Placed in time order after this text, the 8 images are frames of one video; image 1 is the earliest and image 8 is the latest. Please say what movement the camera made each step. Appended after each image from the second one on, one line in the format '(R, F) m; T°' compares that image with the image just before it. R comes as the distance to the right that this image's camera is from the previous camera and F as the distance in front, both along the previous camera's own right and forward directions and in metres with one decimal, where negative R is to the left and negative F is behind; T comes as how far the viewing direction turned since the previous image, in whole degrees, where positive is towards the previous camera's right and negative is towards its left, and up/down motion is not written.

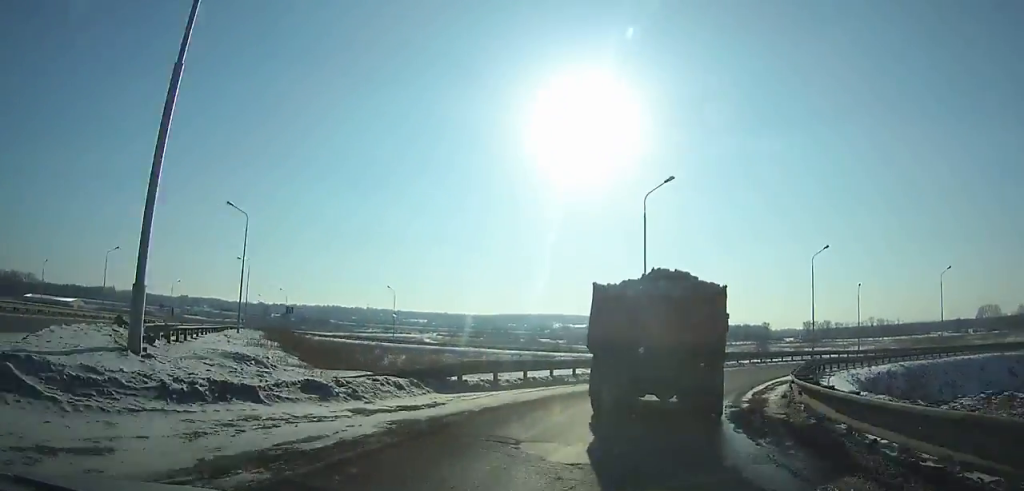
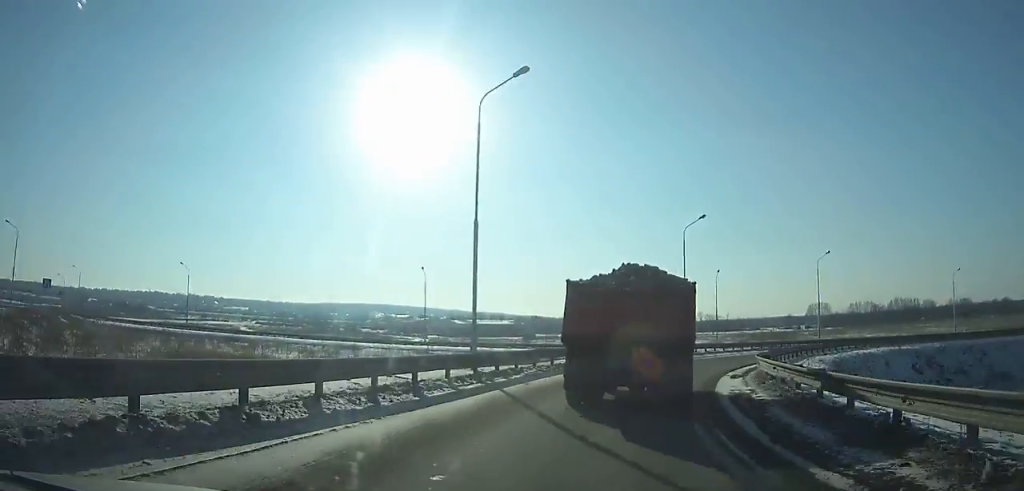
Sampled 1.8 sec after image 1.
(+1.7, +13.8) m; +16°
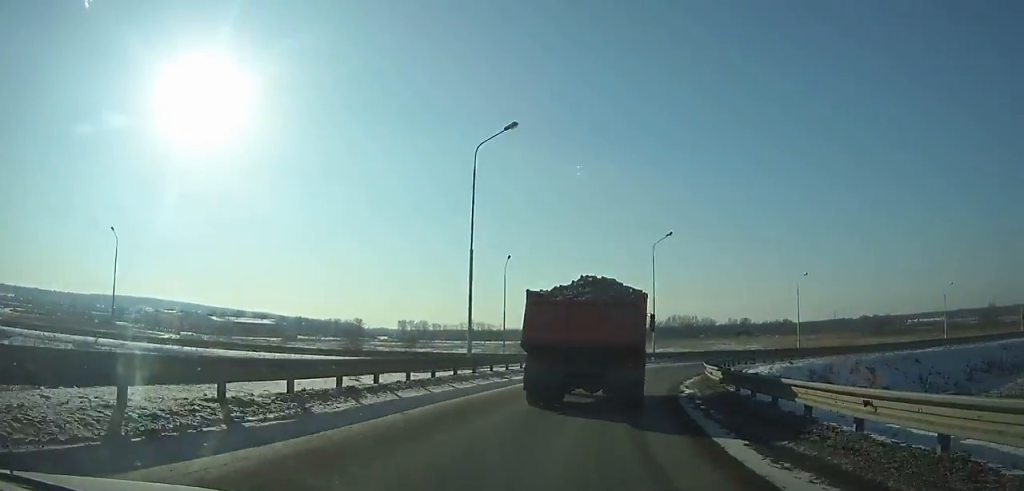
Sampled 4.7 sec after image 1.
(+5.2, +21.8) m; +24°
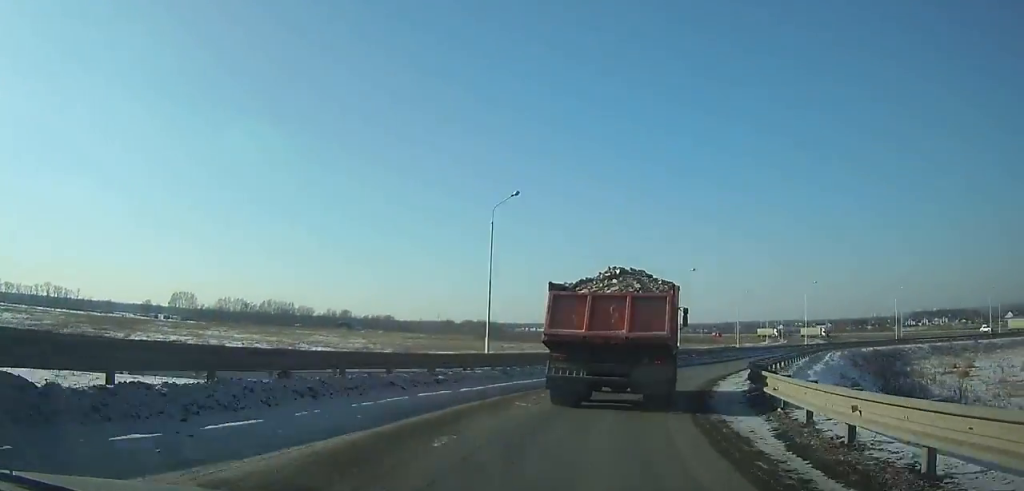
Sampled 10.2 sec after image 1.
(+15.1, +42.4) m; +41°
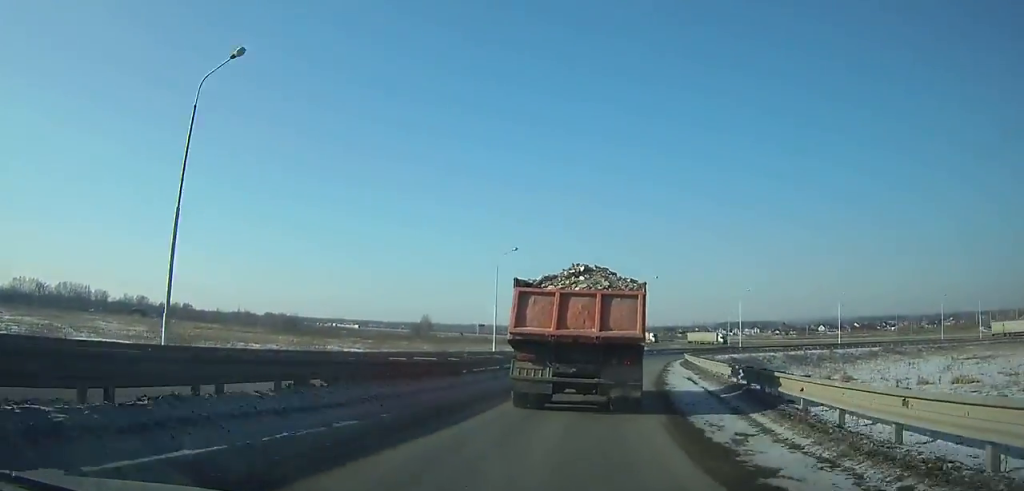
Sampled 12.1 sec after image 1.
(+3.2, +17.0) m; +10°
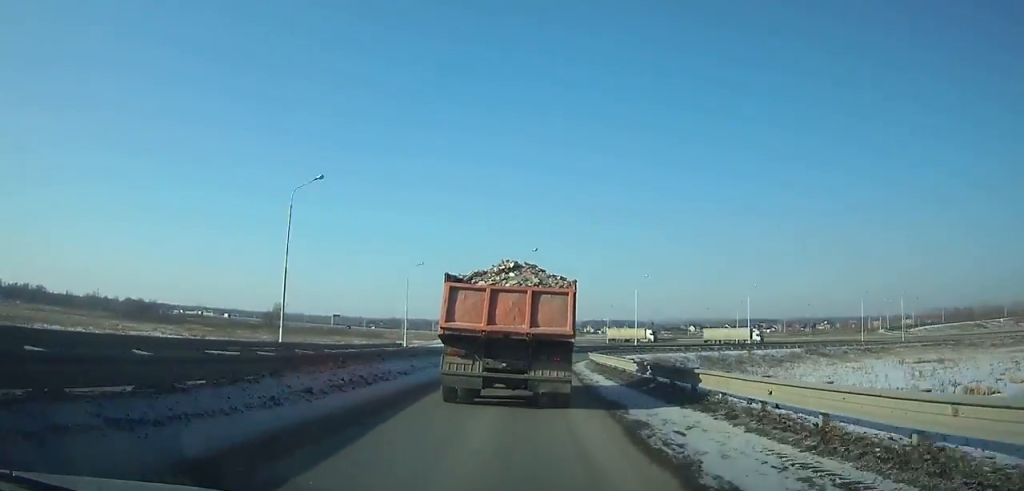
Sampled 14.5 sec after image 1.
(+2.2, +21.8) m; +8°
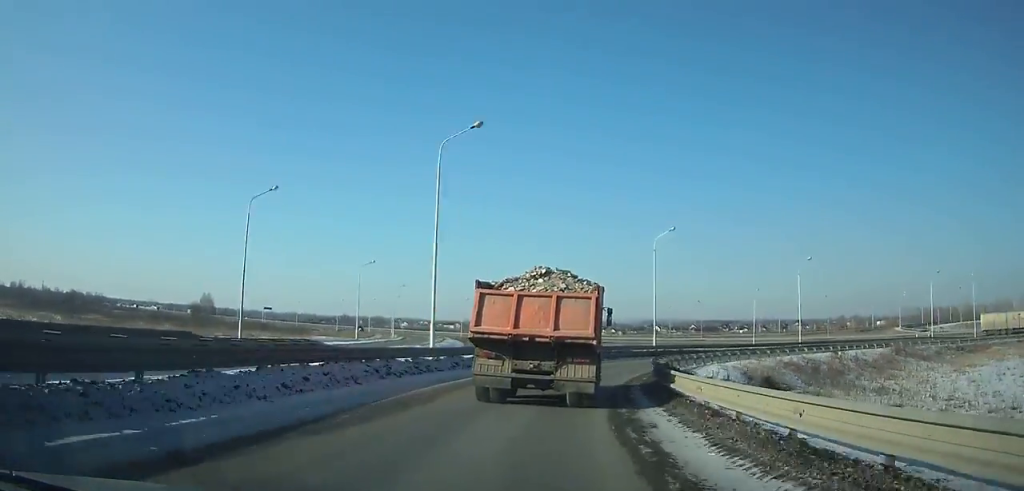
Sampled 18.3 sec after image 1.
(+2.0, +34.4) m; +11°
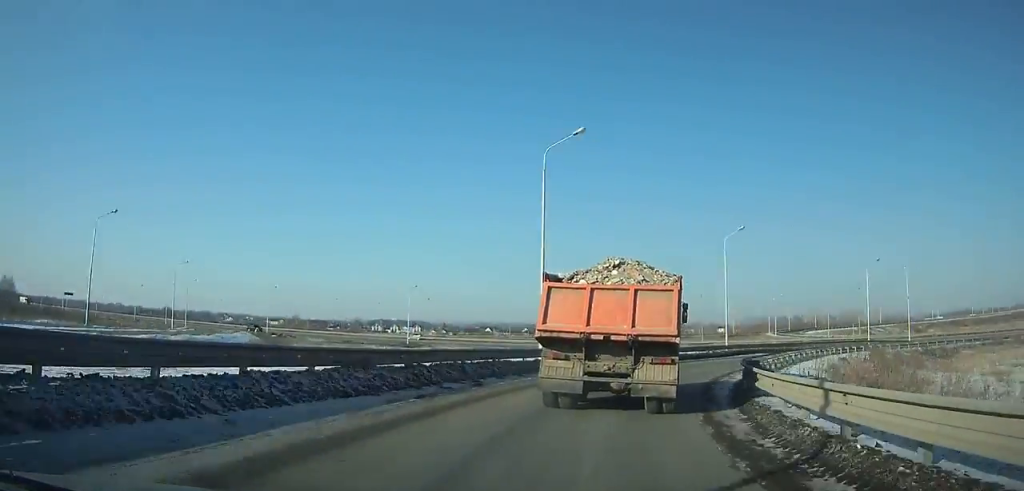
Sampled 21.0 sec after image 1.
(+2.8, +22.9) m; +17°
